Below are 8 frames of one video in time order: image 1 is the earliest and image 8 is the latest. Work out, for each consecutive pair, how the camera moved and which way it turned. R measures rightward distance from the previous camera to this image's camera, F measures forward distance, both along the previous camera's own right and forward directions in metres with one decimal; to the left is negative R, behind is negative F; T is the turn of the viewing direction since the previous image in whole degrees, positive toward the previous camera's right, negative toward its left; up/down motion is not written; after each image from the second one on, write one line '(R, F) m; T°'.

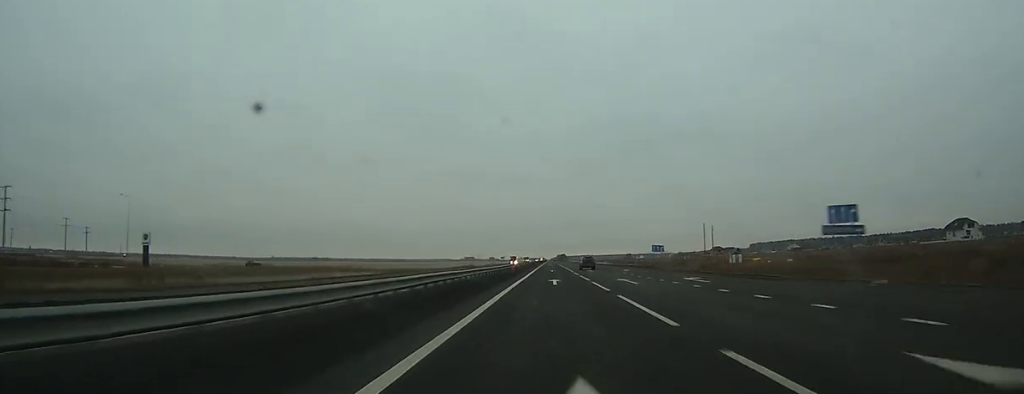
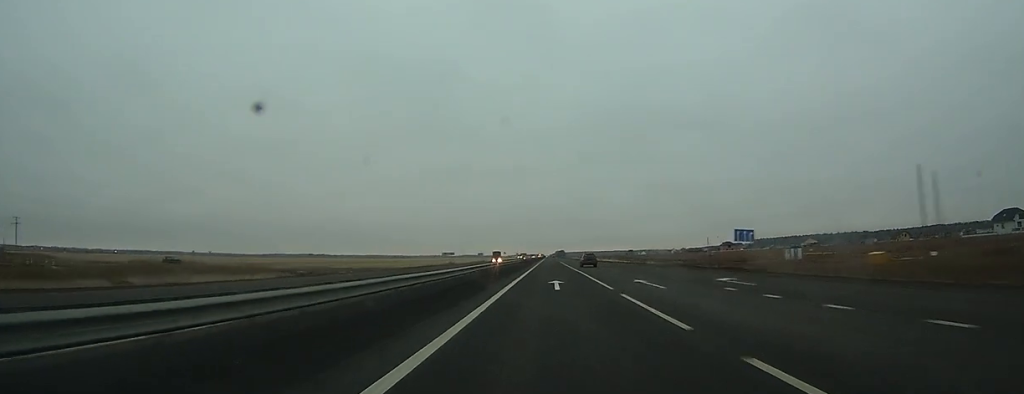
(0.0, +36.7) m; 0°
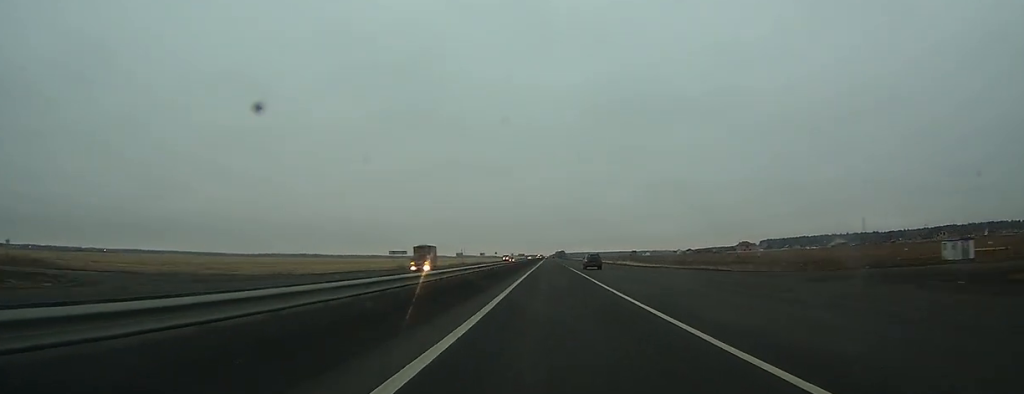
(+0.1, +48.9) m; 0°
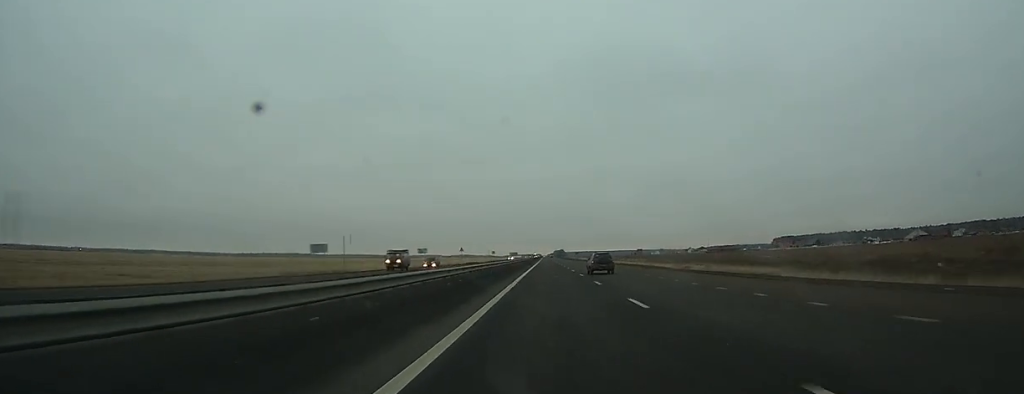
(0.0, +98.5) m; 0°
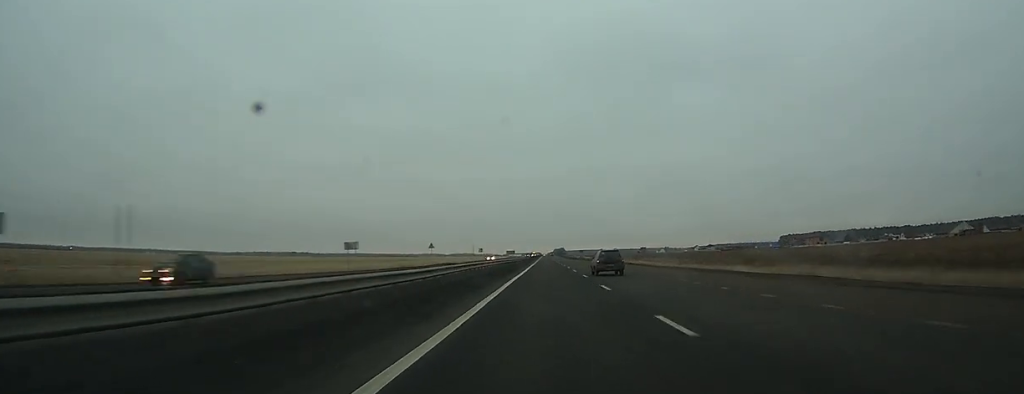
(+0.1, +41.1) m; 0°
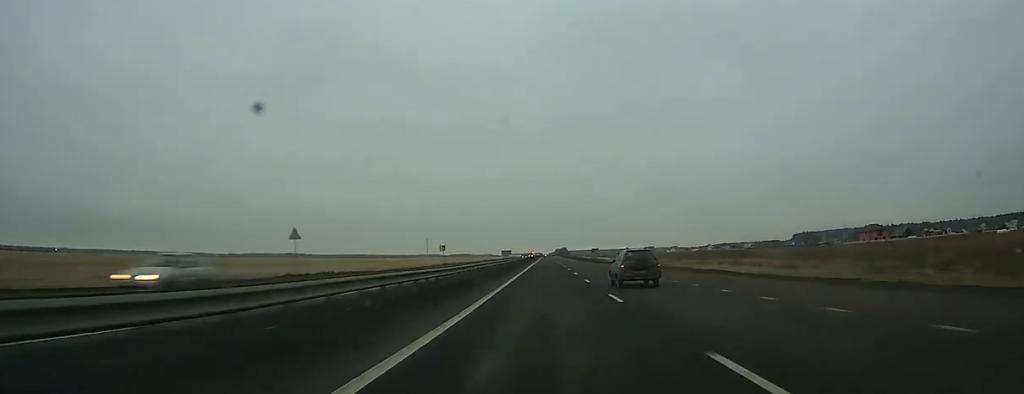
(+0.1, +64.6) m; 0°
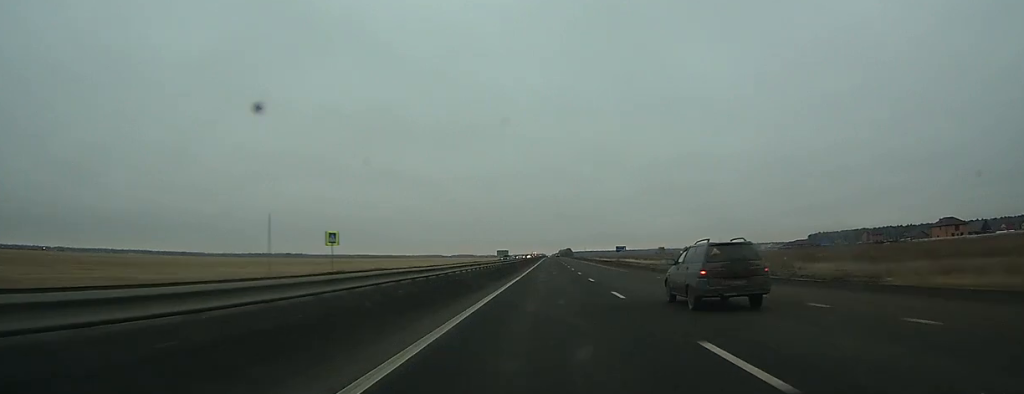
(-0.1, +59.1) m; 0°
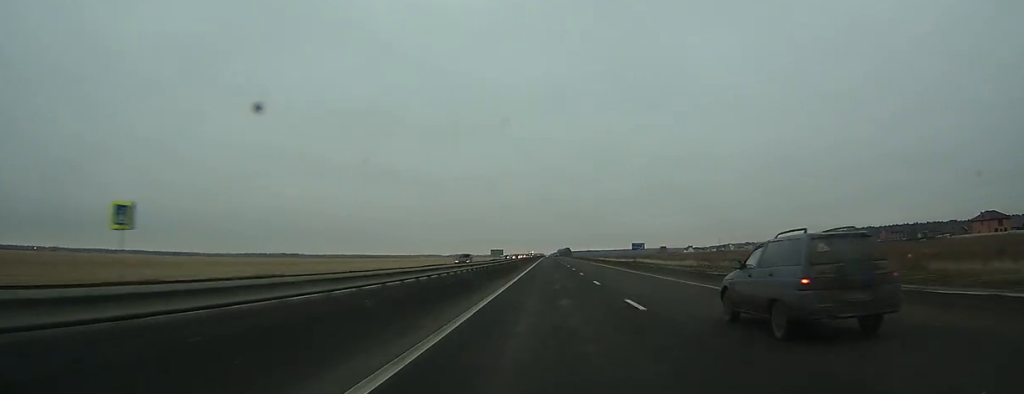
(-0.1, +27.6) m; 0°
